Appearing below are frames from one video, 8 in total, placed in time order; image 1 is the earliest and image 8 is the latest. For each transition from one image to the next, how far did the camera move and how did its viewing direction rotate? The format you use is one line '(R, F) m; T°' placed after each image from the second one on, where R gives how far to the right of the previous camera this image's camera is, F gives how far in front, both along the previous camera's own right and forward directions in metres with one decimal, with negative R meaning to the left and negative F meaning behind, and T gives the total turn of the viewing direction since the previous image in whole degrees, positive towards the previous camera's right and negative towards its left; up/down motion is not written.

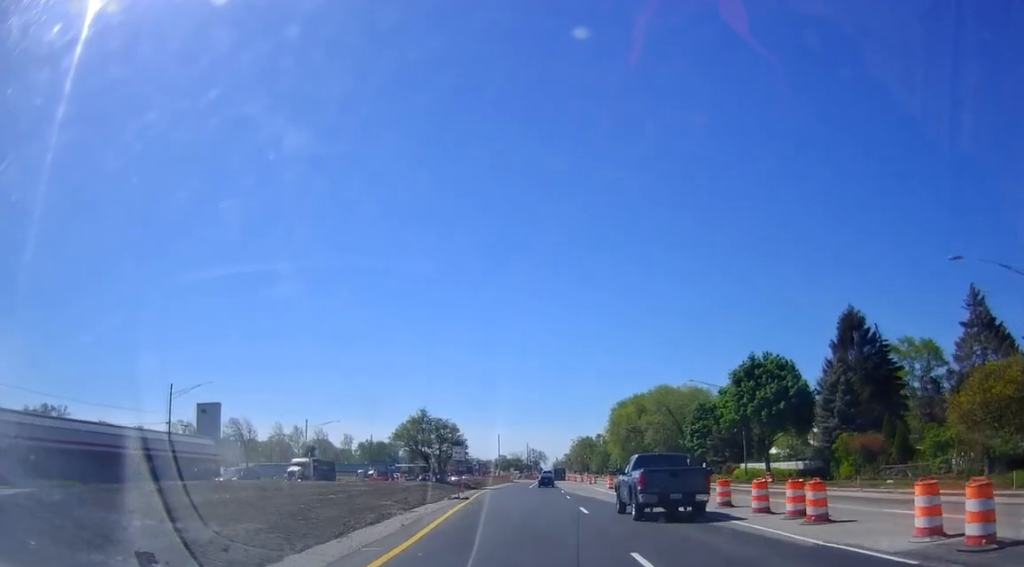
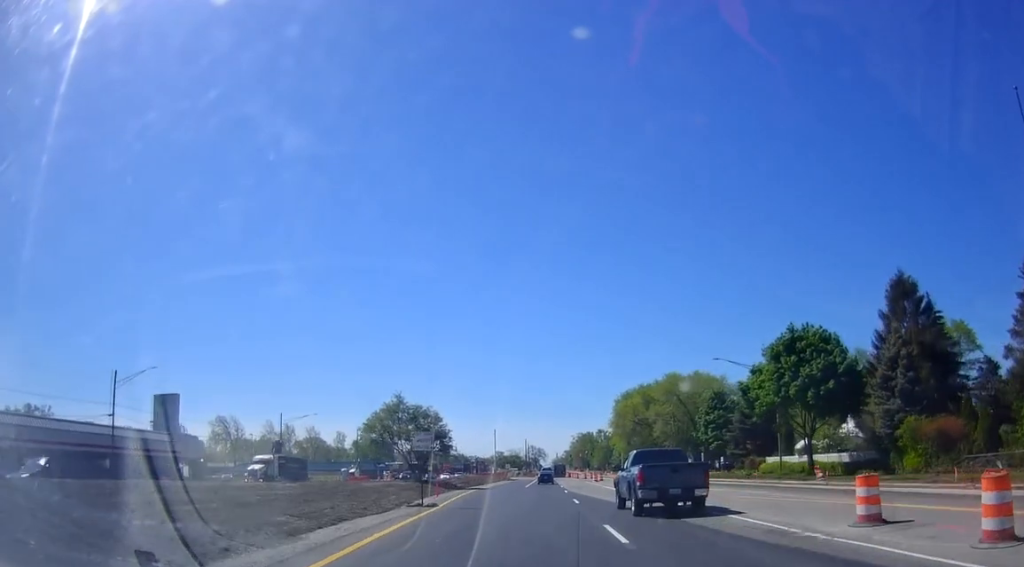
(+0.4, +10.5) m; +1°
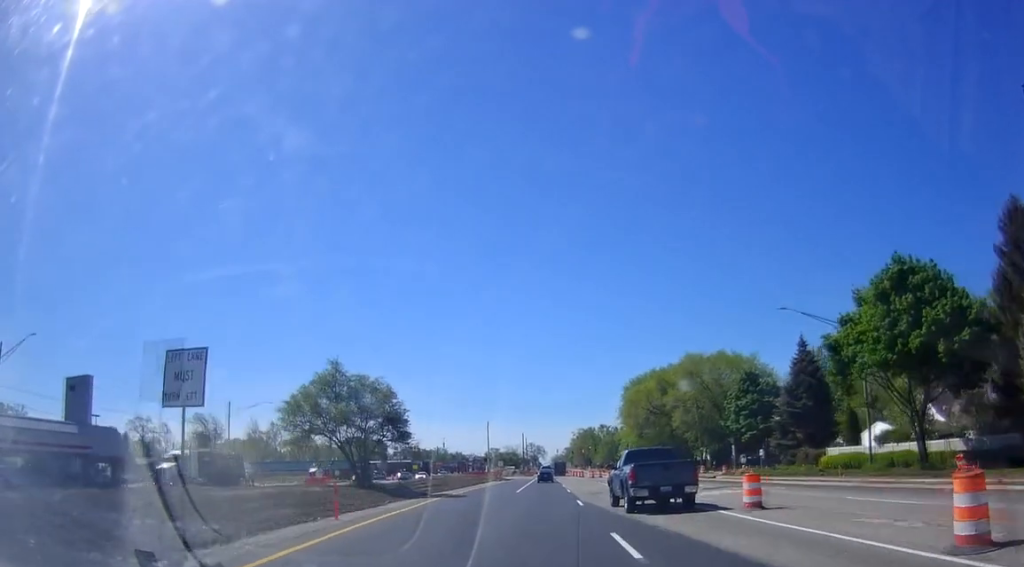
(+0.2, +17.1) m; +1°
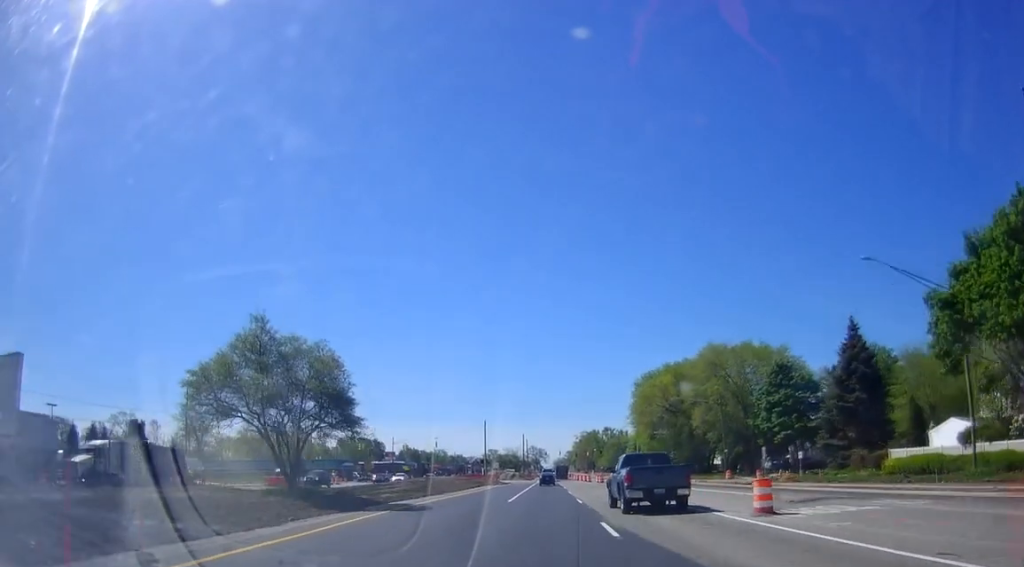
(-0.2, +11.4) m; 0°
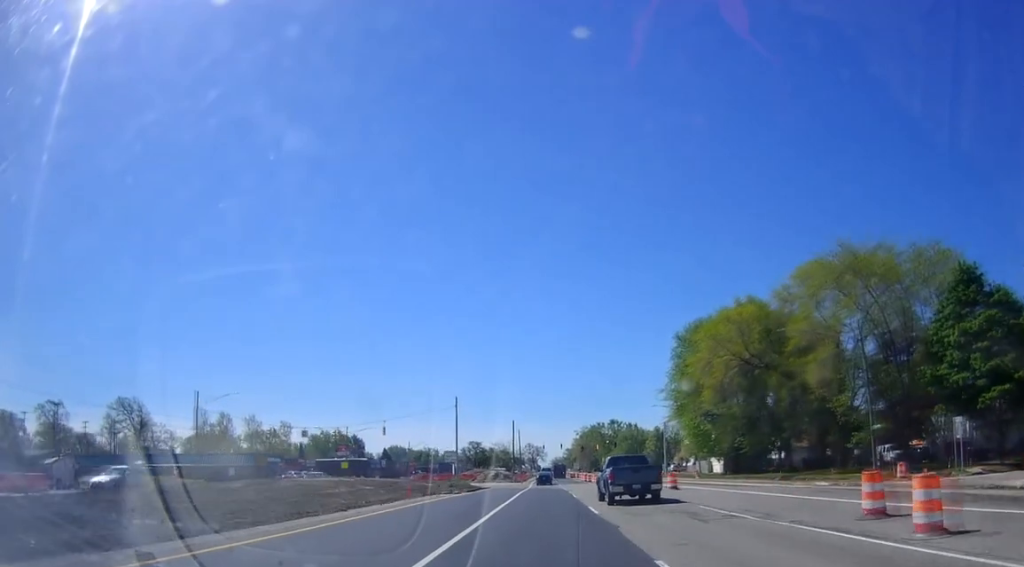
(+0.4, +38.4) m; -1°
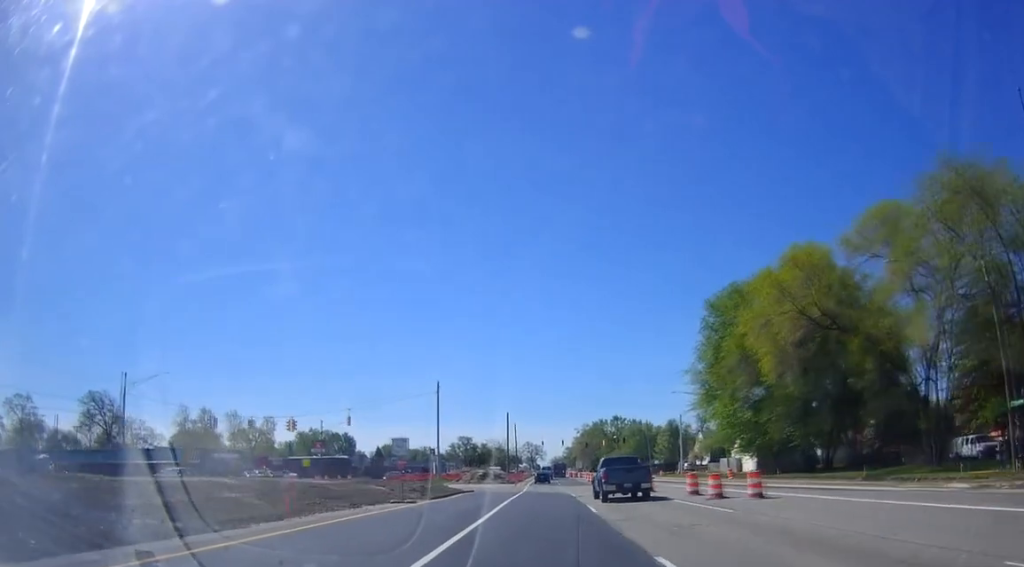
(-0.6, +14.7) m; 0°
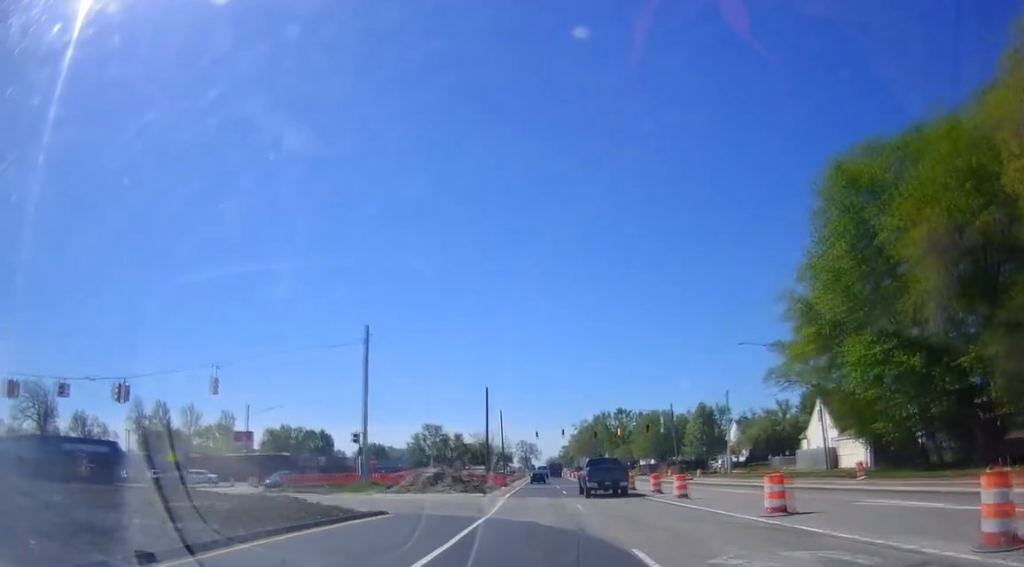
(+1.7, +29.6) m; +4°
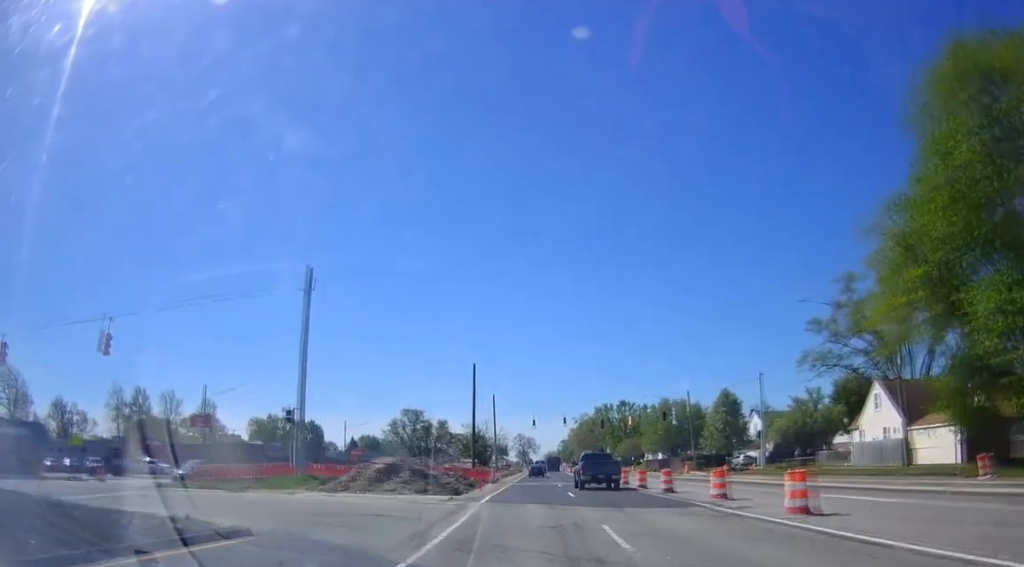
(+0.1, +12.5) m; 0°
